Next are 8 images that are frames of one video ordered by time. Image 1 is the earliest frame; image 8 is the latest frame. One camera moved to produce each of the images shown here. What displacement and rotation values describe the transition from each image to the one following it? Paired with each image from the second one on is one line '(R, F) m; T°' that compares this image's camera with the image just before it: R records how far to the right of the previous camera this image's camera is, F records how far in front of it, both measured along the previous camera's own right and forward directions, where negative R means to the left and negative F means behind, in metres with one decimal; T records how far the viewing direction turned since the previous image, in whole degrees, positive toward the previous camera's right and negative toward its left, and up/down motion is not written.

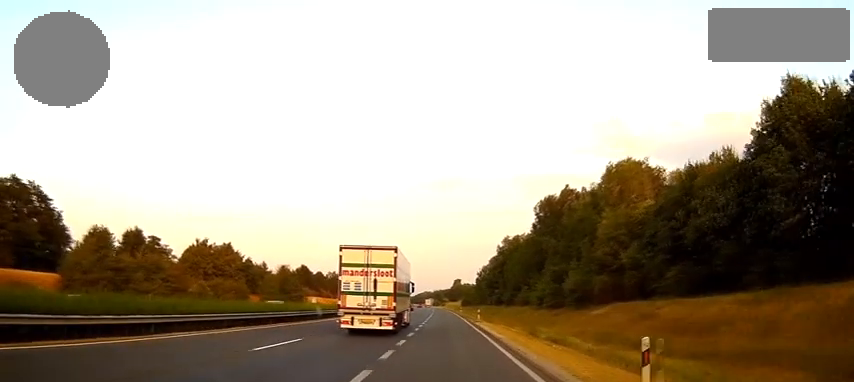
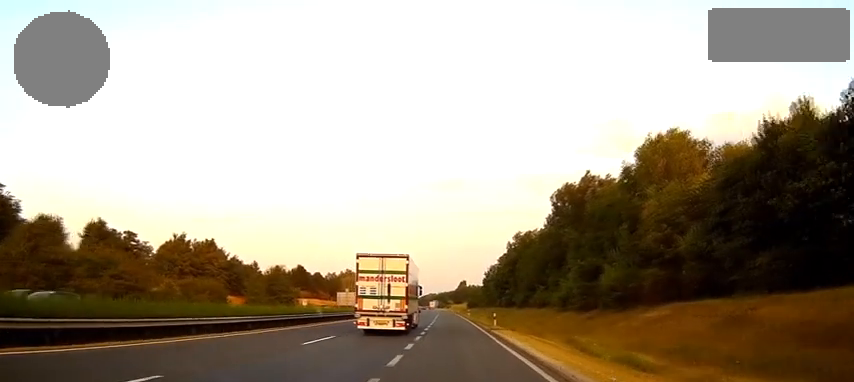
(0.0, +12.9) m; 0°
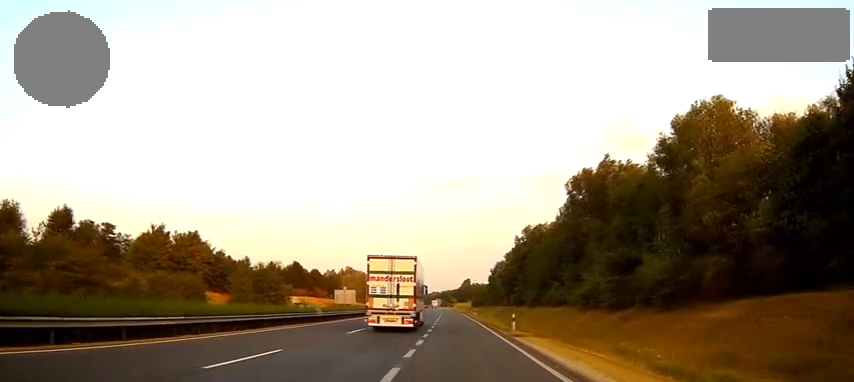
(0.0, +9.9) m; 0°
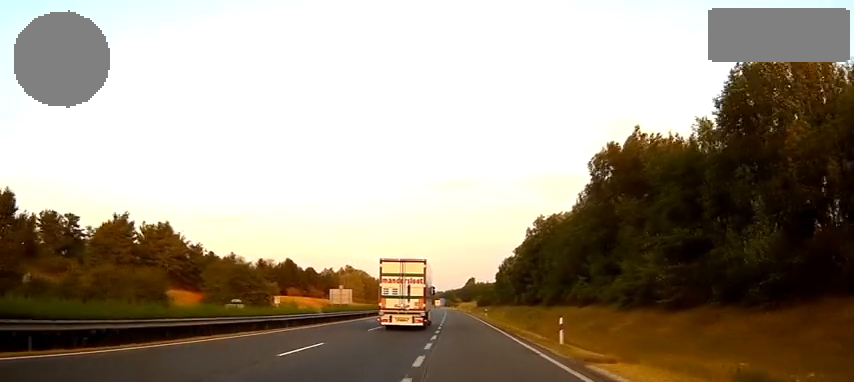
(0.0, +13.5) m; -1°
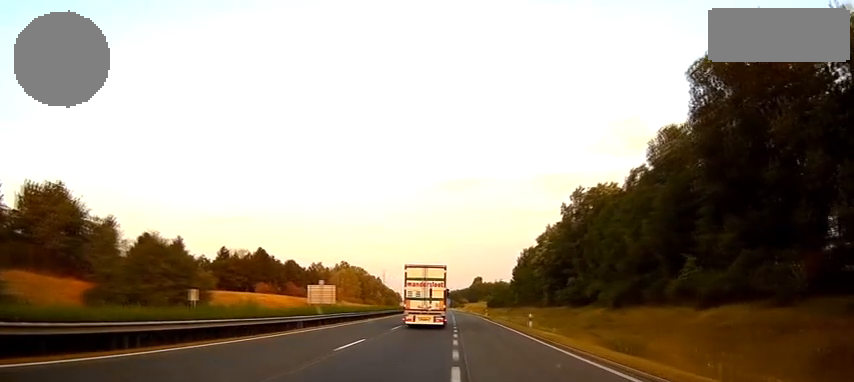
(-0.3, +32.5) m; -1°
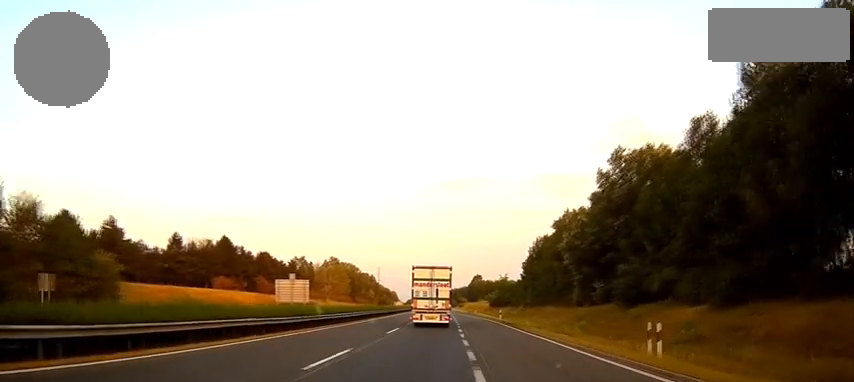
(0.0, +23.9) m; 0°
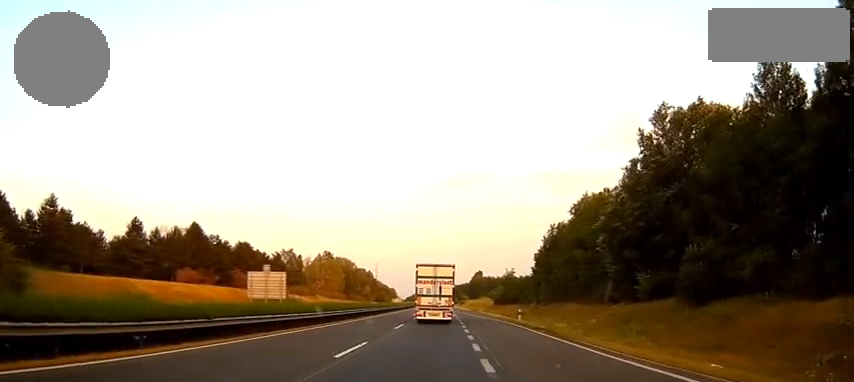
(0.0, +15.9) m; 0°
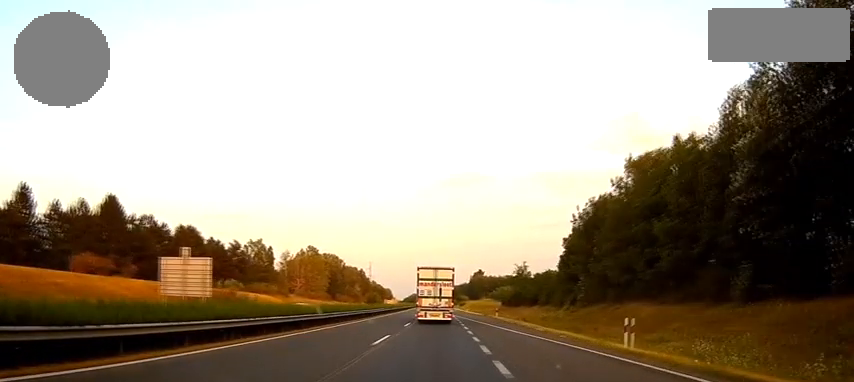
(+0.1, +30.2) m; 0°
